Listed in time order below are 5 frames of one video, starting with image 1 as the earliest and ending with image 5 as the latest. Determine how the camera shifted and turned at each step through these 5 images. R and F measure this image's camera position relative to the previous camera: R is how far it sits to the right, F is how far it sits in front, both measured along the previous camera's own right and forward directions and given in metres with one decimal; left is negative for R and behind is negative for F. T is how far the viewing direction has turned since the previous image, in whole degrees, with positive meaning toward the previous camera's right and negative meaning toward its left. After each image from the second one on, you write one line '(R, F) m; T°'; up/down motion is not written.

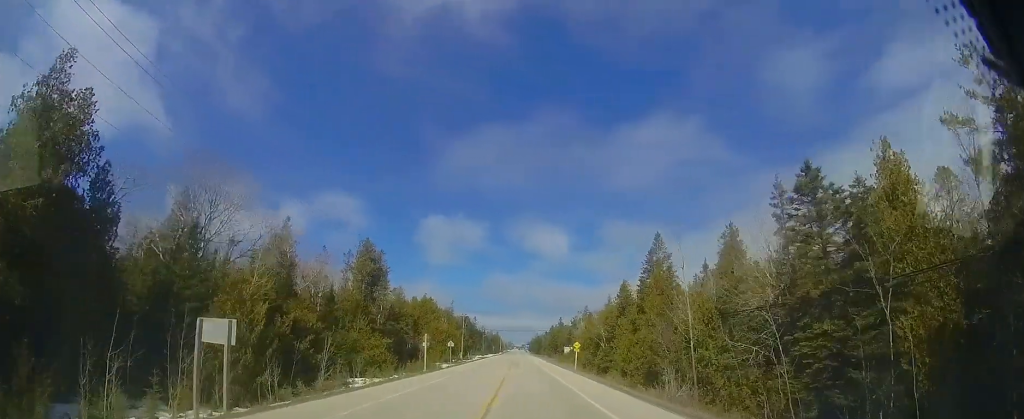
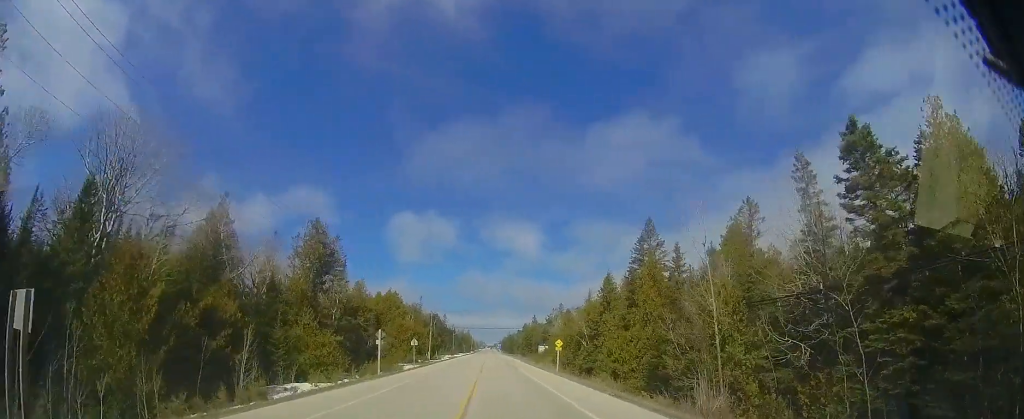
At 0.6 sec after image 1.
(+0.1, +4.8) m; +5°
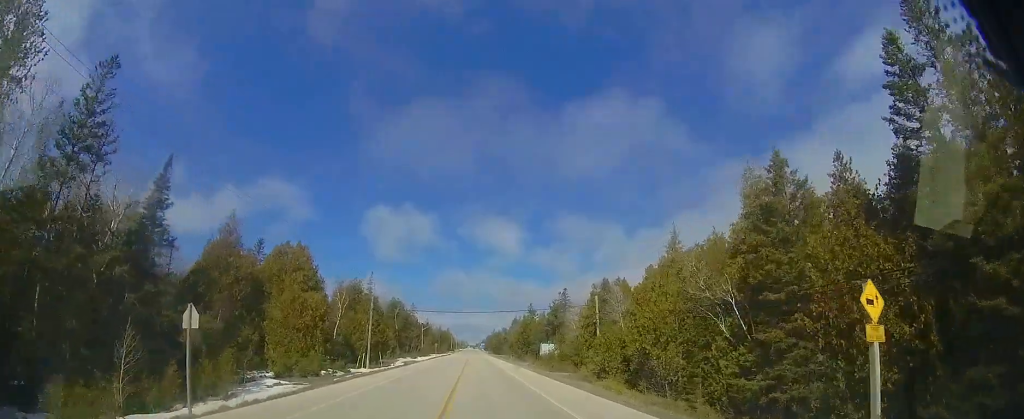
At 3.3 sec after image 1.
(+2.5, +29.6) m; +4°
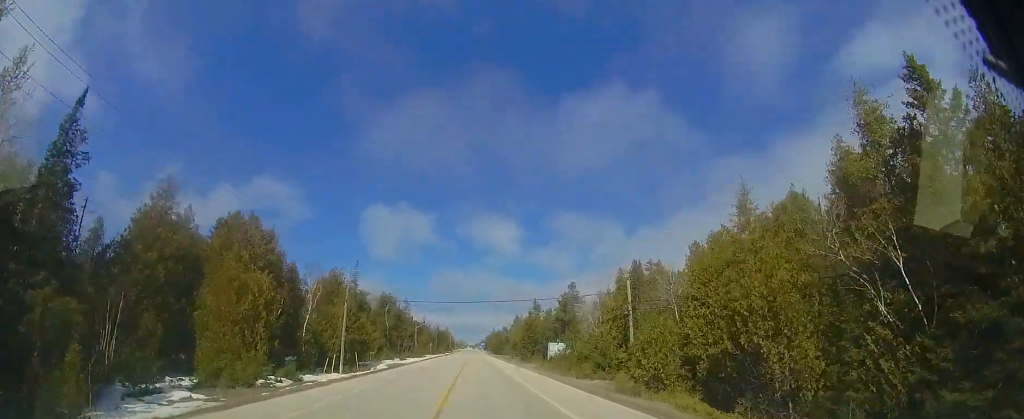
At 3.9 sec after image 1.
(-0.1, +9.0) m; 0°
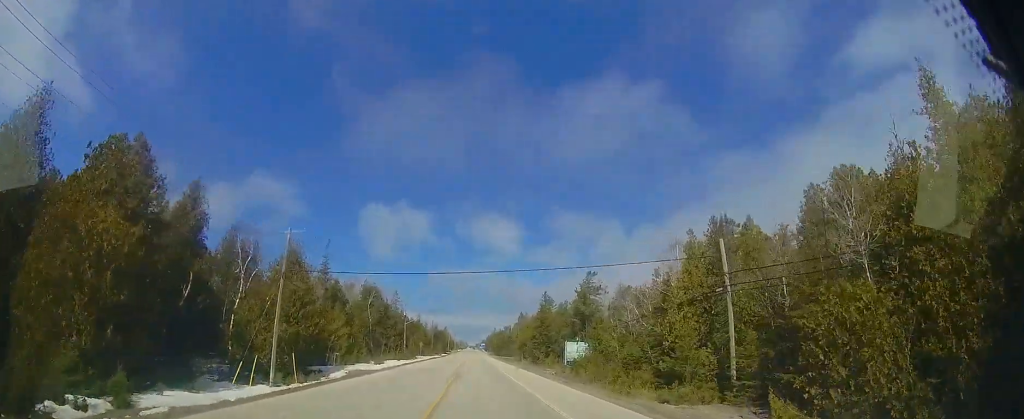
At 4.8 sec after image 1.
(-0.1, +13.2) m; 0°
